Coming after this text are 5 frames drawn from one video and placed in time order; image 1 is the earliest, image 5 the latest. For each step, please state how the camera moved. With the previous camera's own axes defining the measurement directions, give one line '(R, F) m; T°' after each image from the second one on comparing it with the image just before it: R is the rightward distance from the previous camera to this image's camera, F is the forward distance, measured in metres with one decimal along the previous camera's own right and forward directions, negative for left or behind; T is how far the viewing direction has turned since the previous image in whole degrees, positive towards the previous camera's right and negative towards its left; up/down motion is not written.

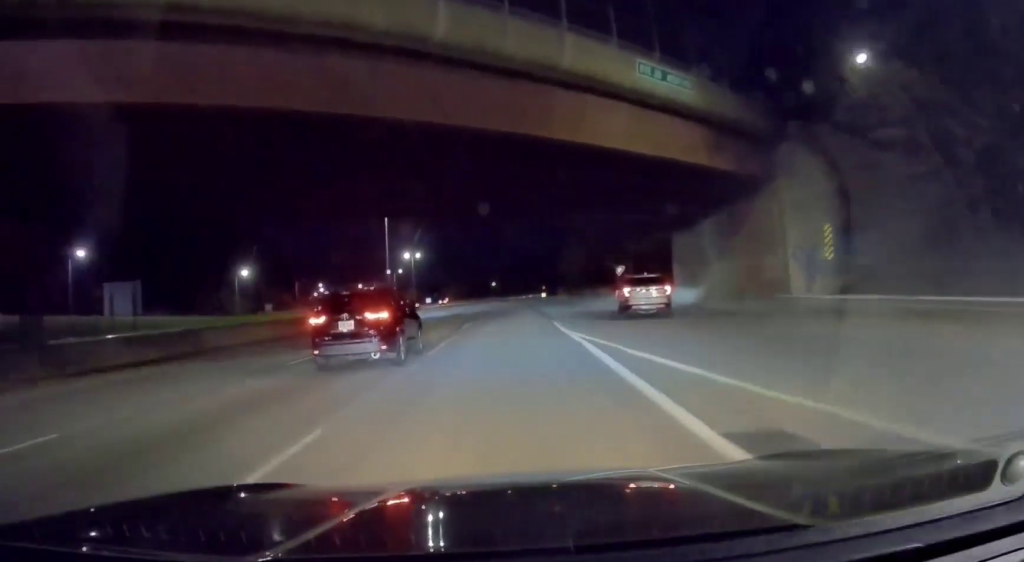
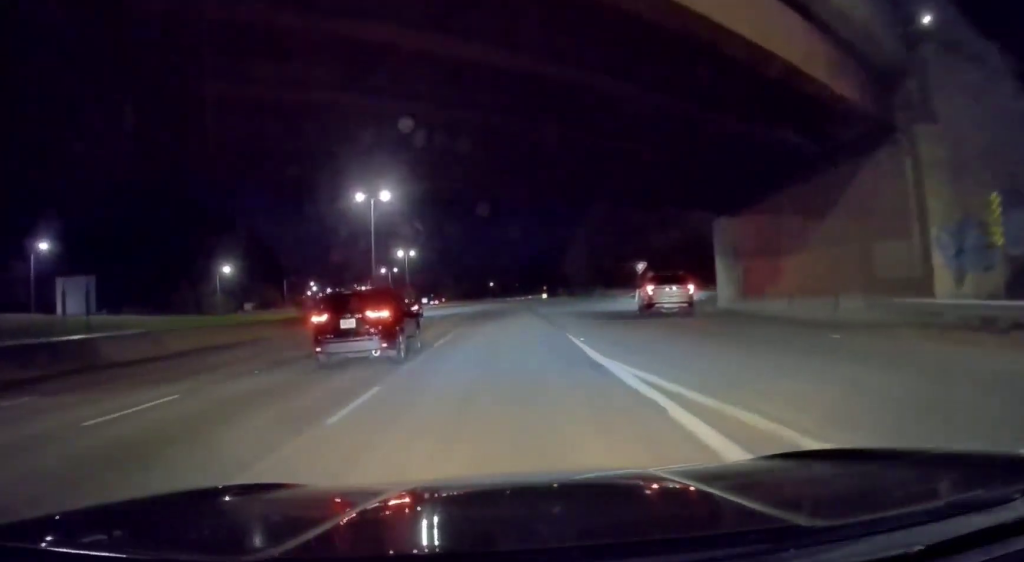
(-0.1, +9.1) m; -1°
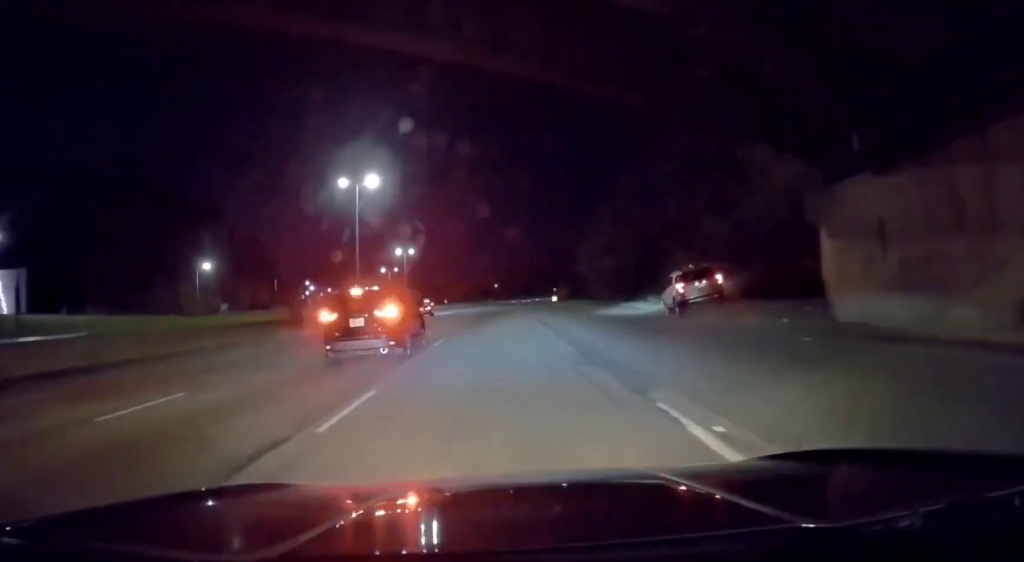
(-0.3, +12.2) m; -3°
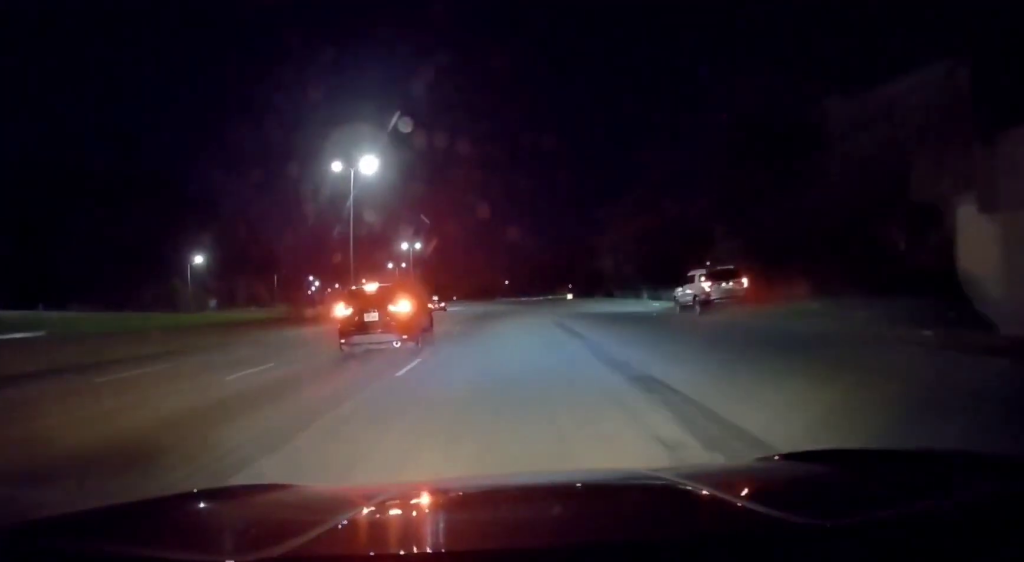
(-0.1, +8.3) m; -2°
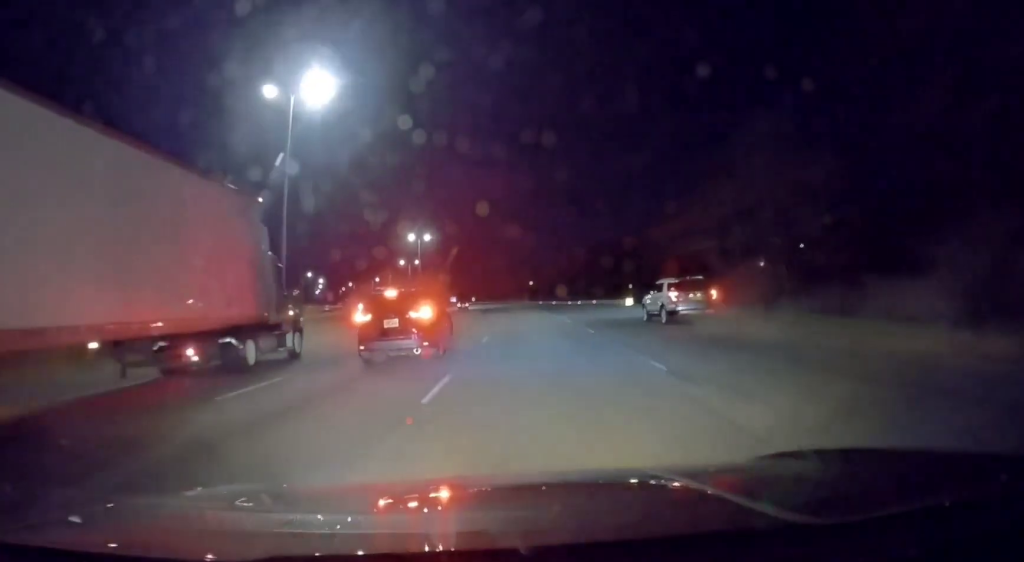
(+0.4, +30.3) m; -2°
